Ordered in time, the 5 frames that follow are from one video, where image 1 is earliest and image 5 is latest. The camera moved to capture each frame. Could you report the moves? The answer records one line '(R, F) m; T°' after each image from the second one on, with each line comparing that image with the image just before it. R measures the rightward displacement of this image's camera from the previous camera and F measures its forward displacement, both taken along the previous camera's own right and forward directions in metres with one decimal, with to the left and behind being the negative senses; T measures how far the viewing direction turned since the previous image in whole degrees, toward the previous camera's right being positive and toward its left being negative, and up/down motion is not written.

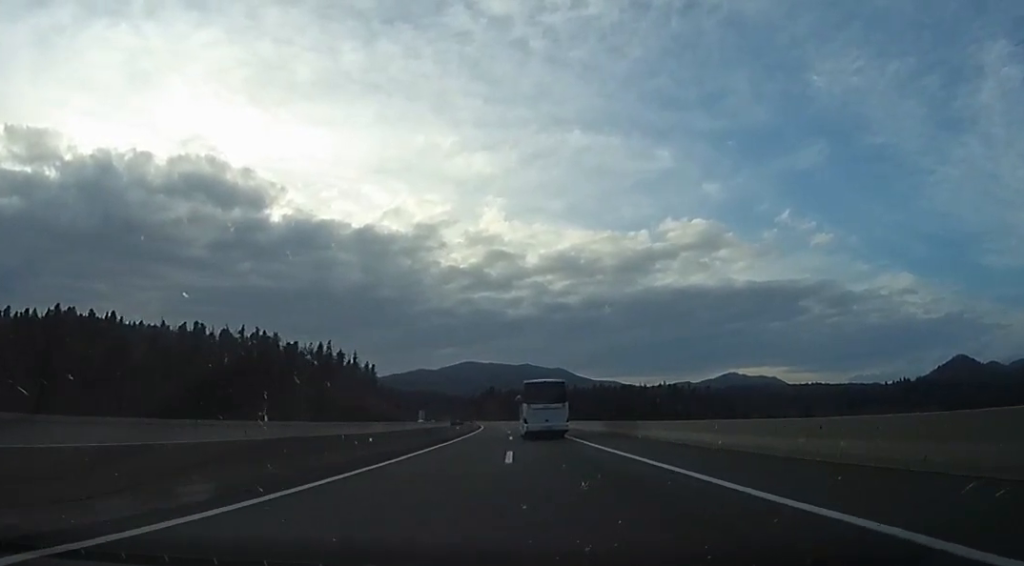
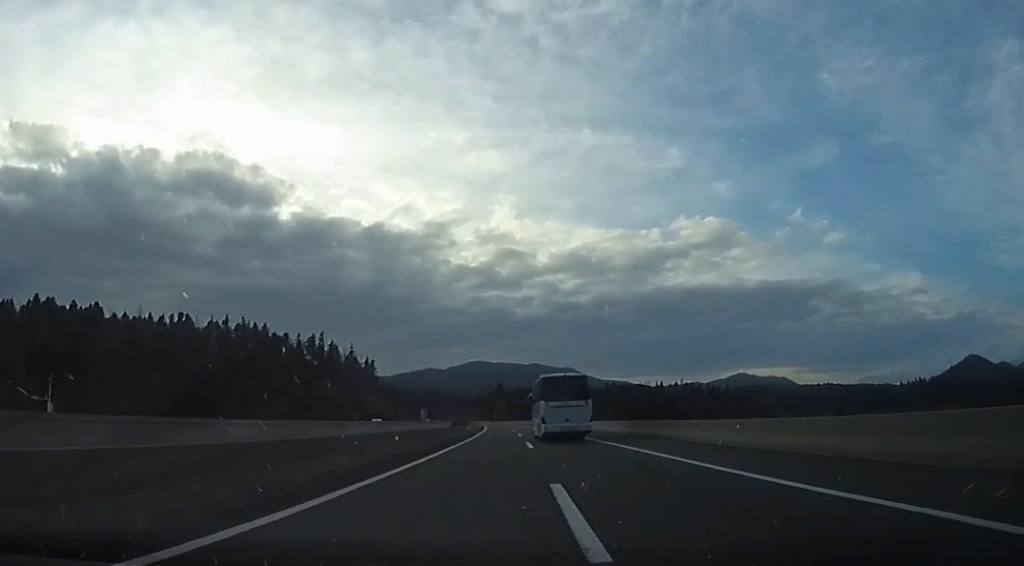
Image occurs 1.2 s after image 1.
(+1.5, +34.6) m; +1°
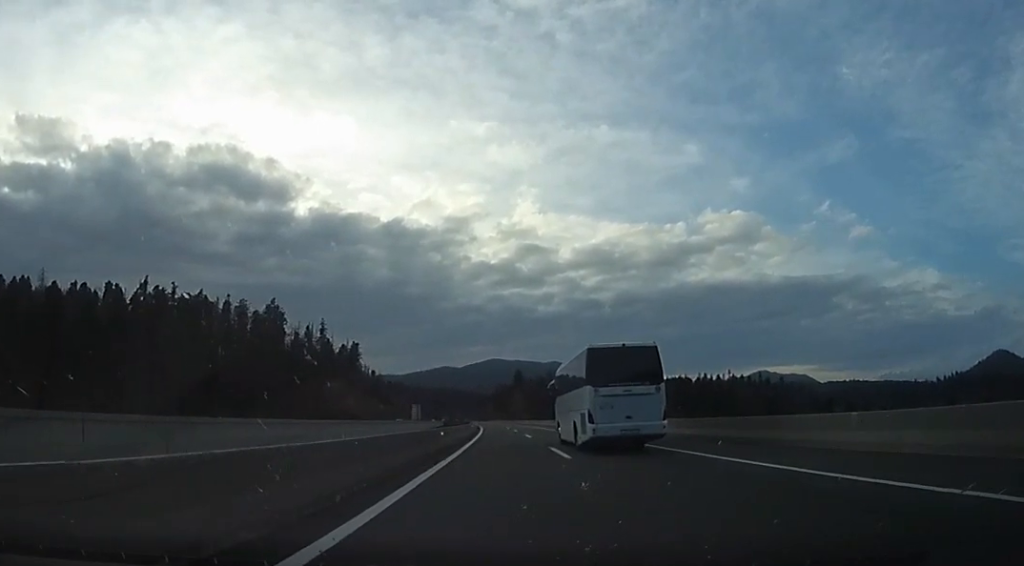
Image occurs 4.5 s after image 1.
(-3.2, +93.9) m; -4°
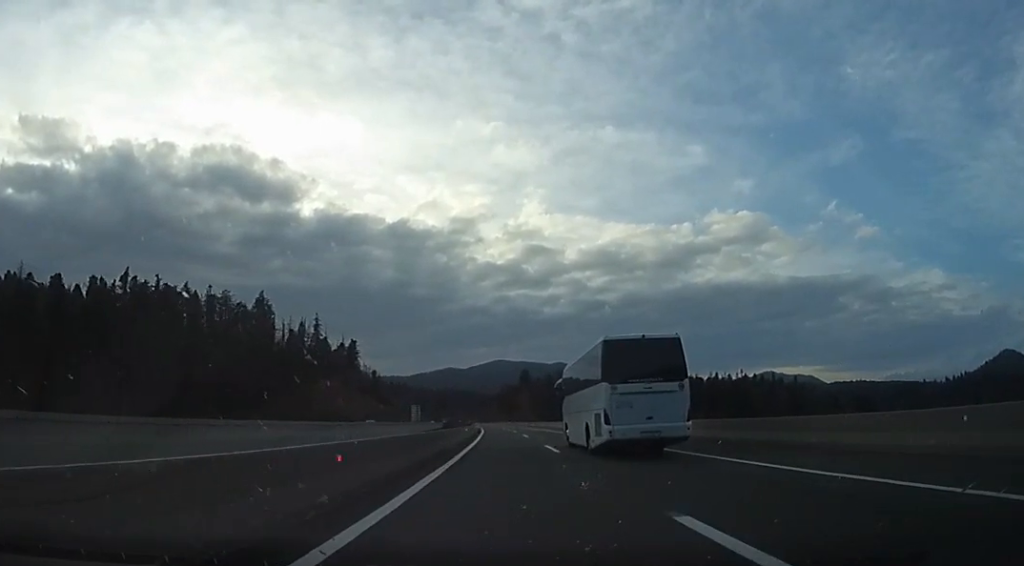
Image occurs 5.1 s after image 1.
(-0.3, +17.5) m; -1°
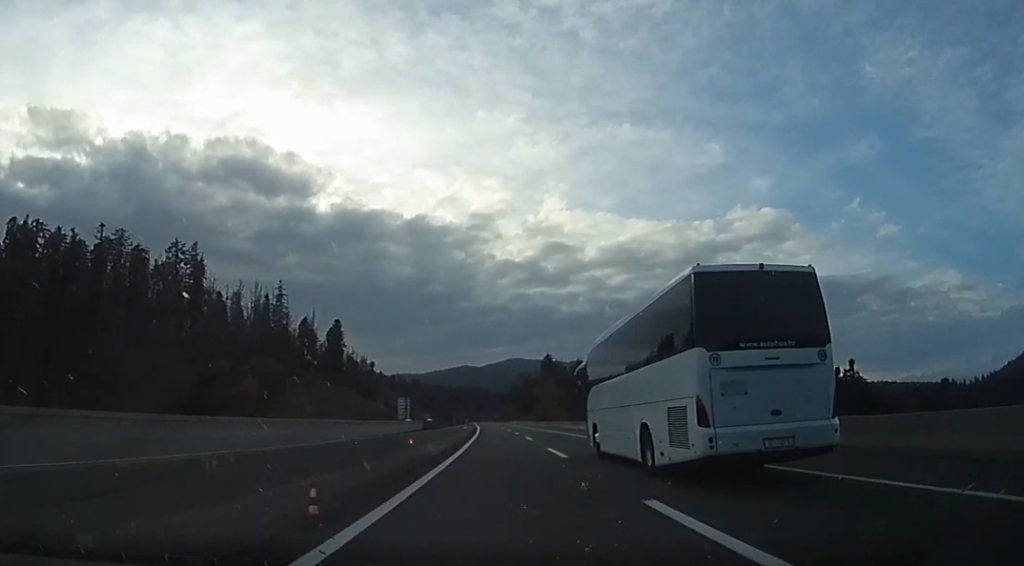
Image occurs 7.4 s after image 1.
(-0.1, +63.9) m; 0°
